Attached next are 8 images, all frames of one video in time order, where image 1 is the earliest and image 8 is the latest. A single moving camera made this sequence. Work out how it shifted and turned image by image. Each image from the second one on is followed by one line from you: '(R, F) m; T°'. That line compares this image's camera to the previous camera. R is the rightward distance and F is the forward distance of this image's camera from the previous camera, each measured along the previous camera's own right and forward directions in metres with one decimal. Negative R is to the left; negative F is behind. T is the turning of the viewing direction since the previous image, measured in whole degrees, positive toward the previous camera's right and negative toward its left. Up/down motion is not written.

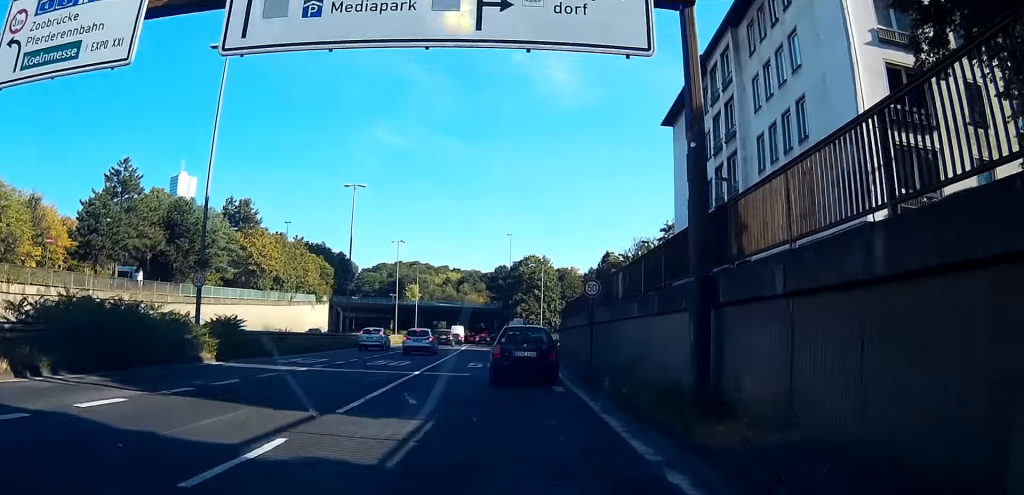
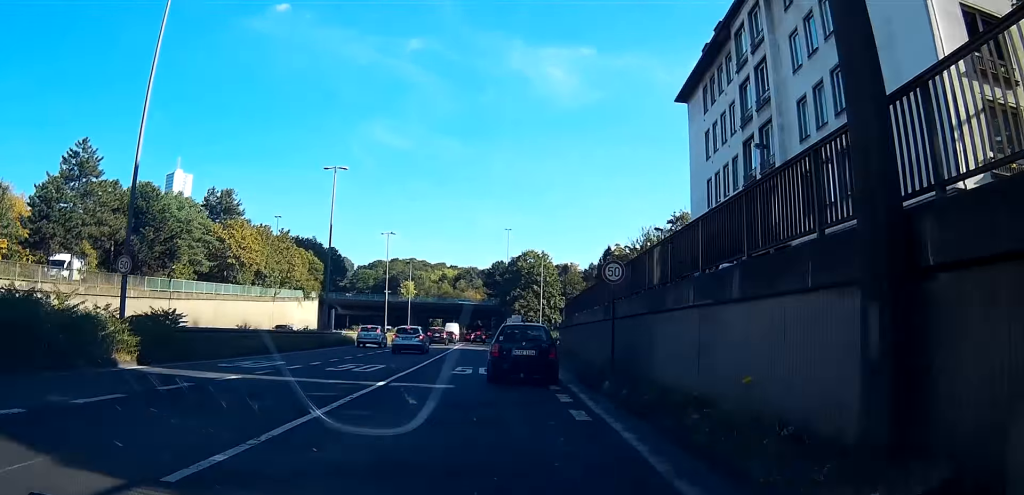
(0.0, +5.9) m; 0°
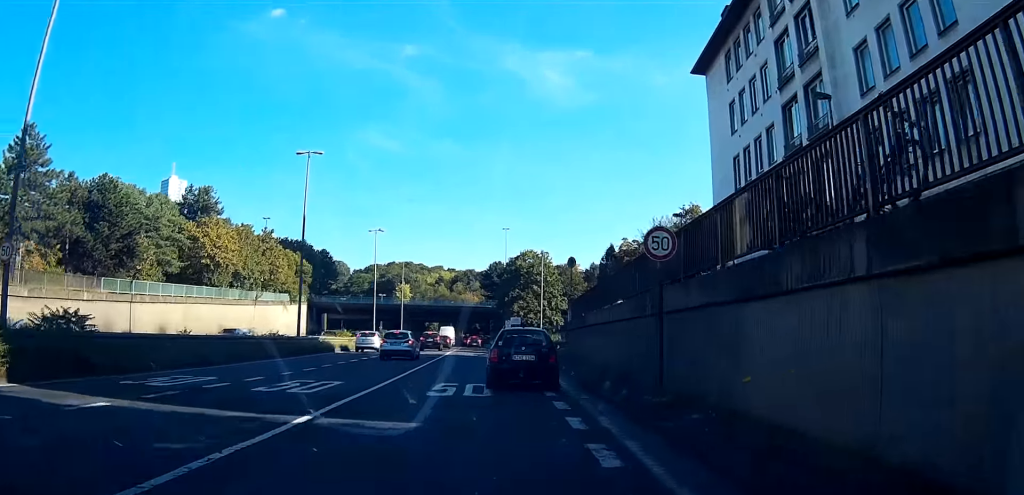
(0.0, +6.7) m; 0°
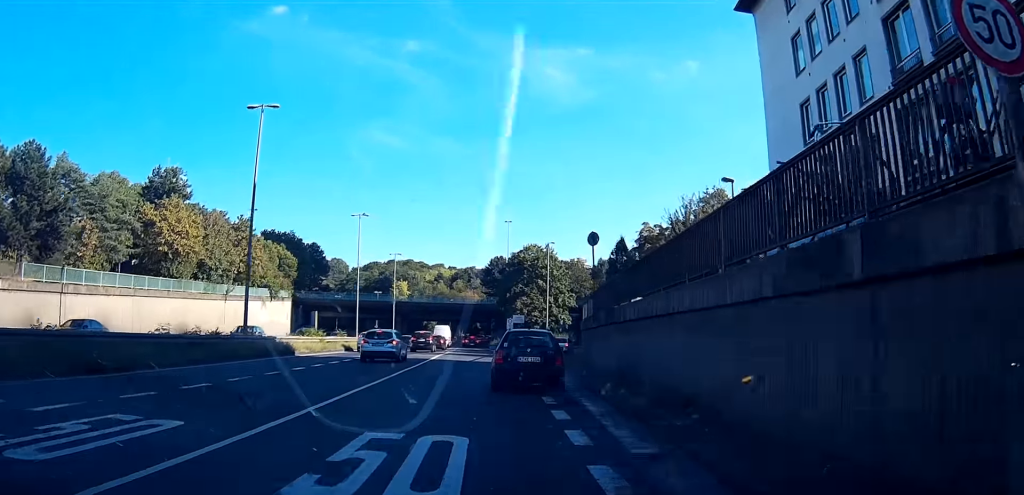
(0.0, +10.7) m; +1°
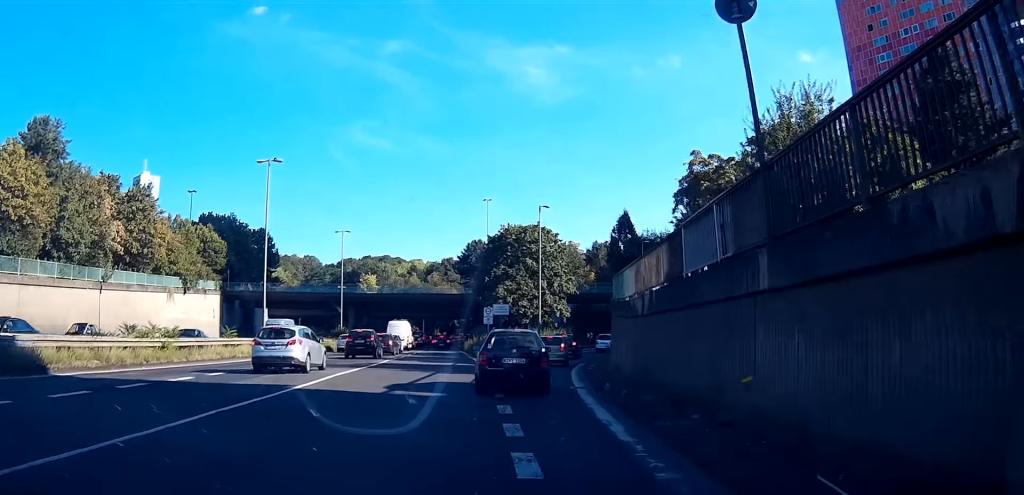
(+0.9, +23.1) m; +3°
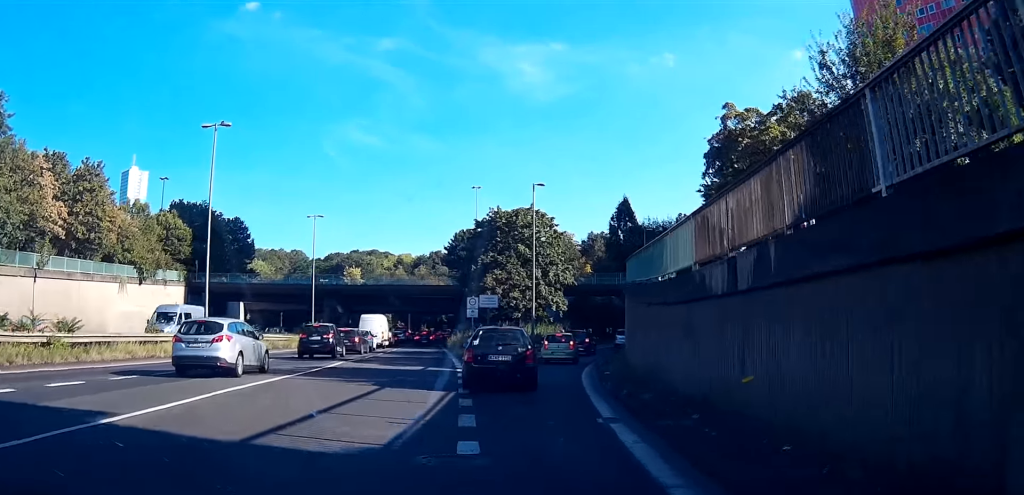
(-0.1, +8.2) m; +2°
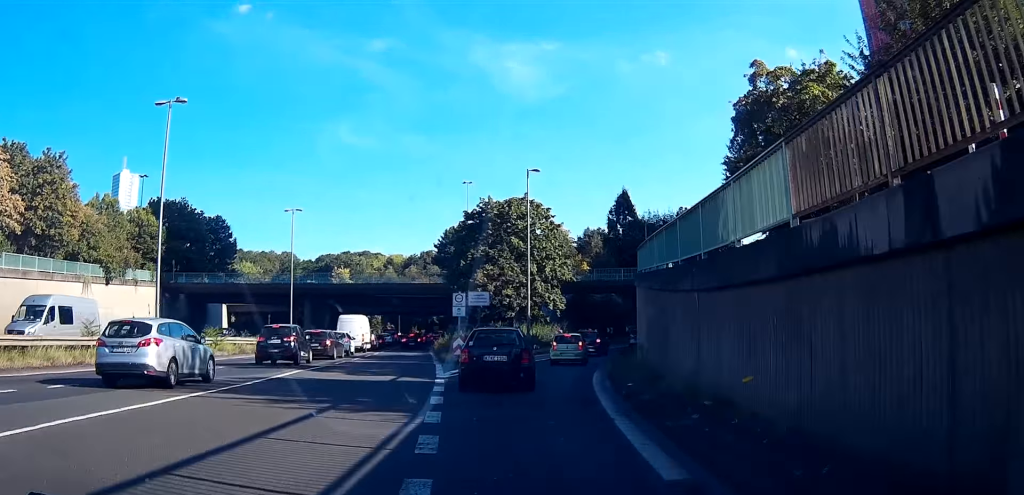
(+0.1, +5.2) m; +2°
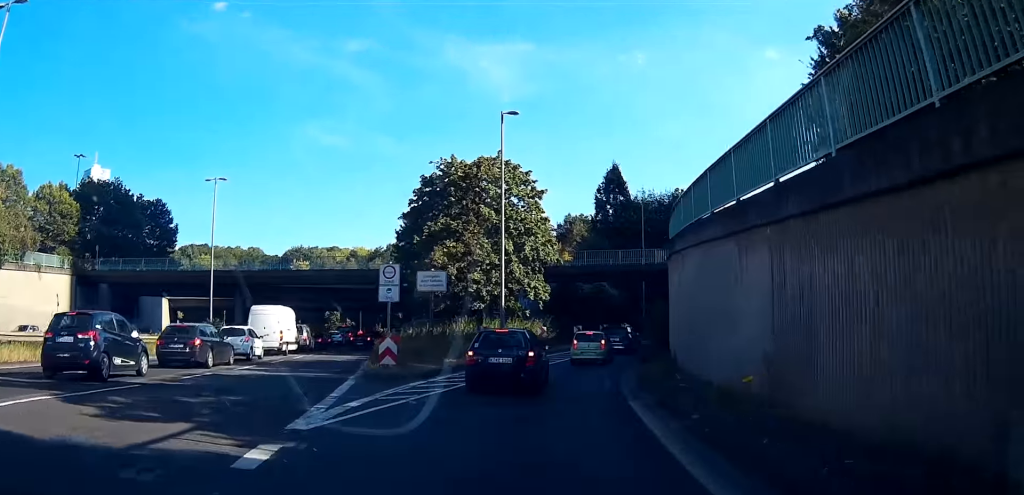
(+0.9, +12.8) m; +8°
